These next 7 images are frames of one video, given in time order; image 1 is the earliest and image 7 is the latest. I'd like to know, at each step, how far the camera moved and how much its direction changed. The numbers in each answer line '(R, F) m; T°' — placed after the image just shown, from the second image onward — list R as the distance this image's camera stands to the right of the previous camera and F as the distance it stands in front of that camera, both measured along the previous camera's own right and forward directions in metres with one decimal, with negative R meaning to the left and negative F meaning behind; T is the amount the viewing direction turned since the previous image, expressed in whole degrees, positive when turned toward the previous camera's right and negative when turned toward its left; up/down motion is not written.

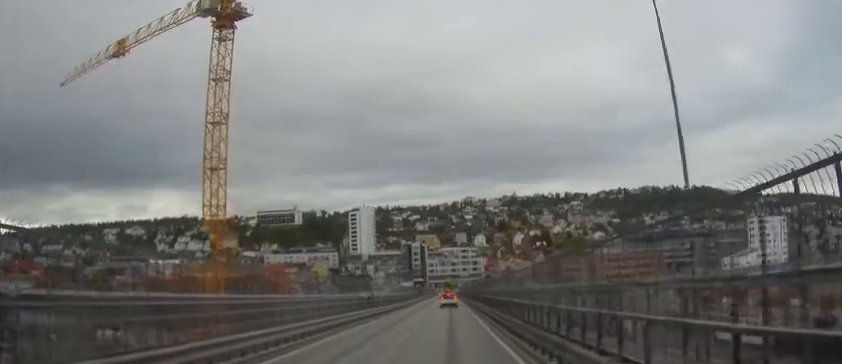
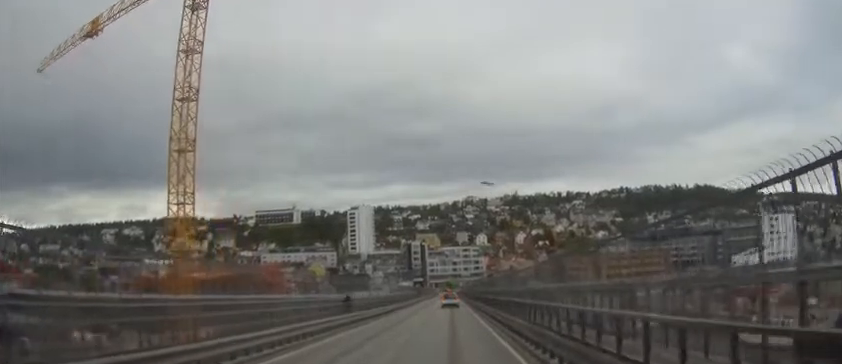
(0.0, +9.0) m; 0°
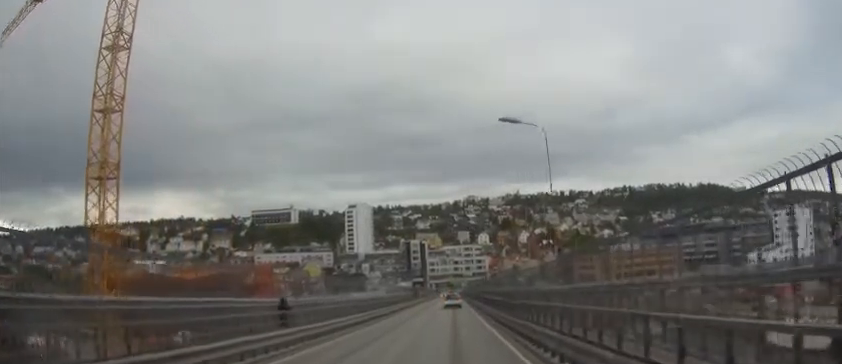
(-0.1, +14.8) m; 0°
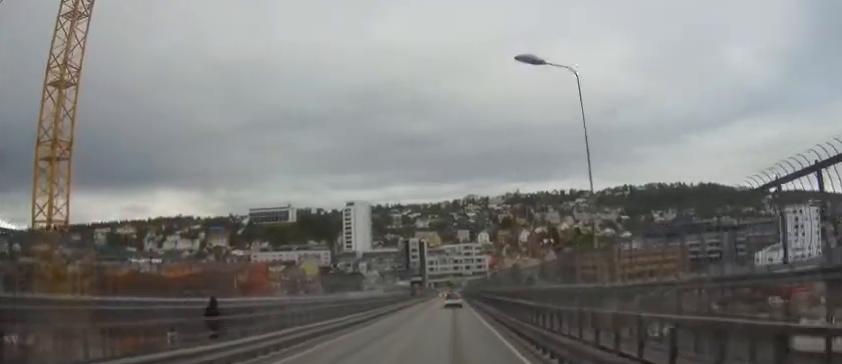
(0.0, +6.7) m; 0°
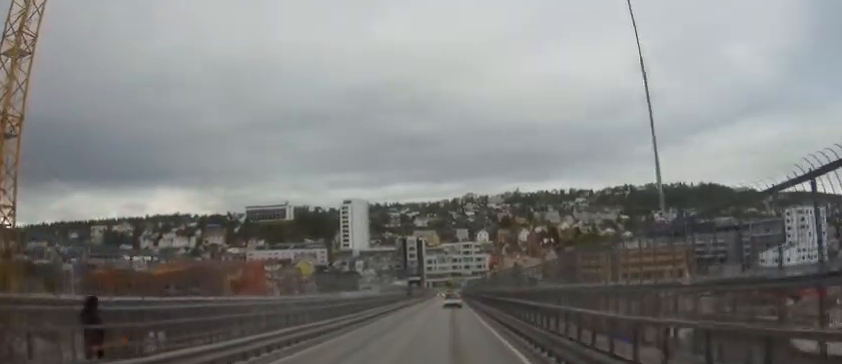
(0.0, +5.9) m; 0°
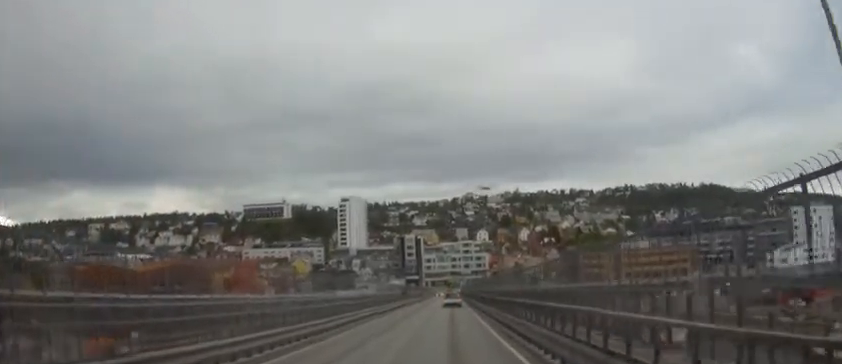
(0.0, +6.8) m; 0°
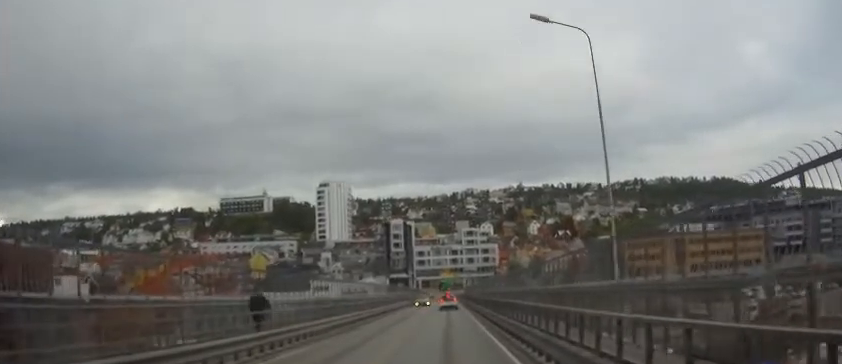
(+0.1, +61.3) m; 0°
